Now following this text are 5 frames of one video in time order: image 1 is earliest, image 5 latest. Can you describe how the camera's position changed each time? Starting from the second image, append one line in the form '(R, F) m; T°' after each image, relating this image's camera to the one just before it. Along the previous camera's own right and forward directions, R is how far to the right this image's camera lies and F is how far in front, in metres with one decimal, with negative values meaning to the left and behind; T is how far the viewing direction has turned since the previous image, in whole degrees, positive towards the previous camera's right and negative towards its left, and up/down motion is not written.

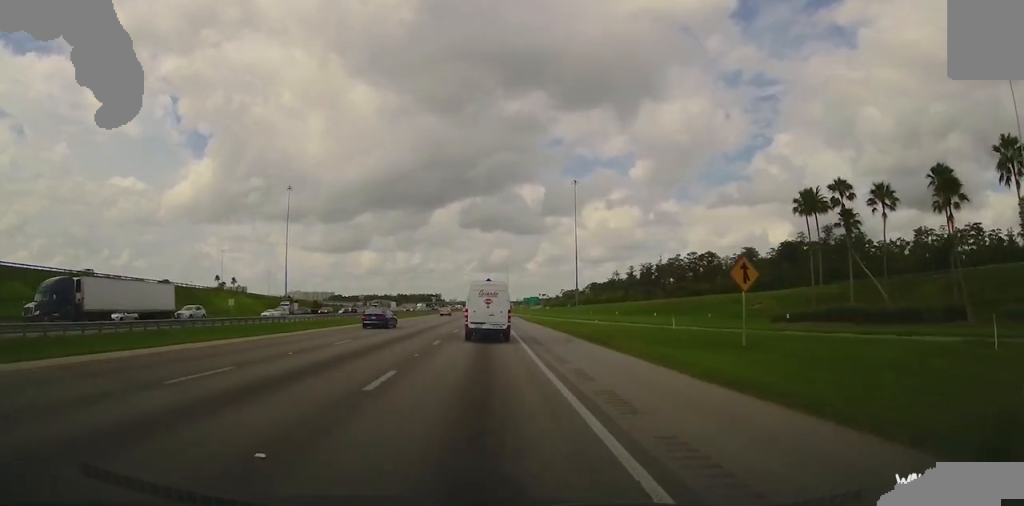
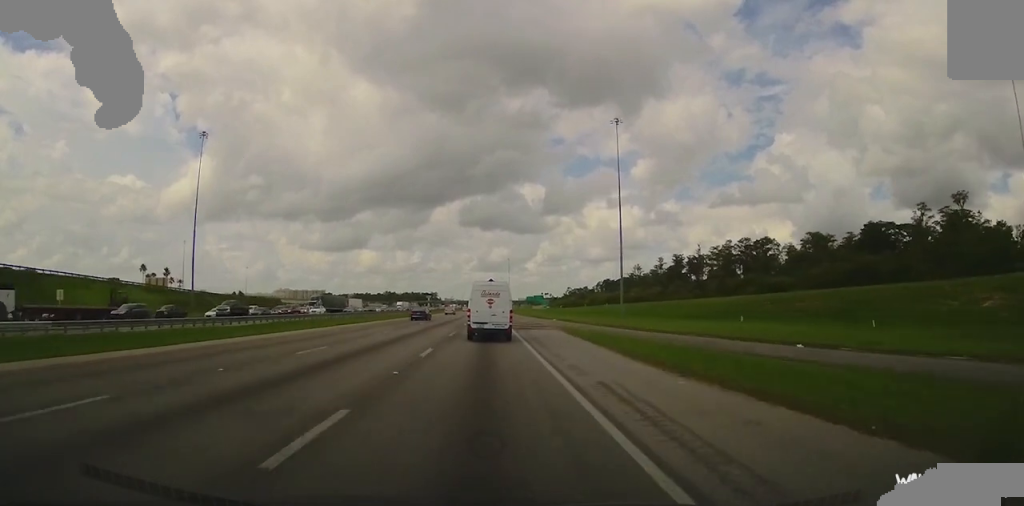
(+0.3, +53.3) m; 0°
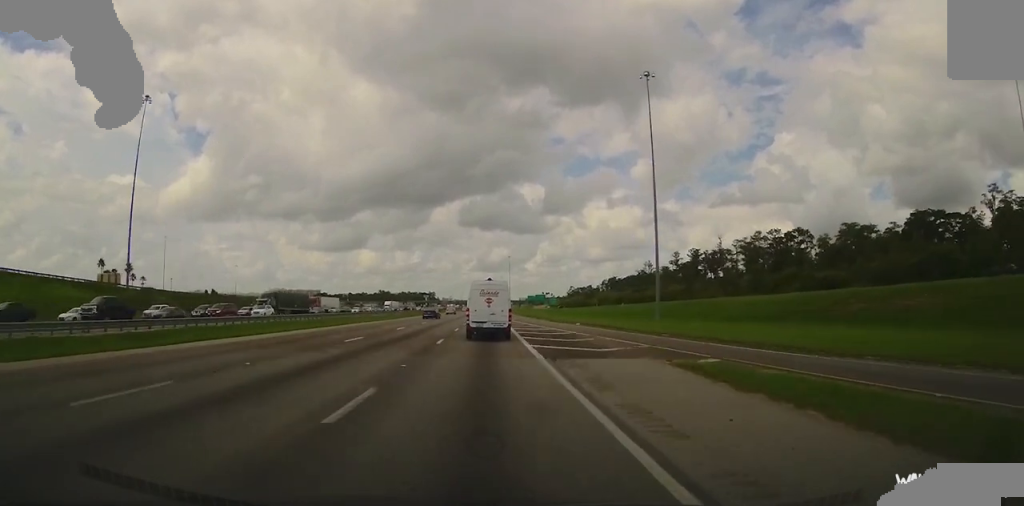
(-0.1, +22.3) m; 0°
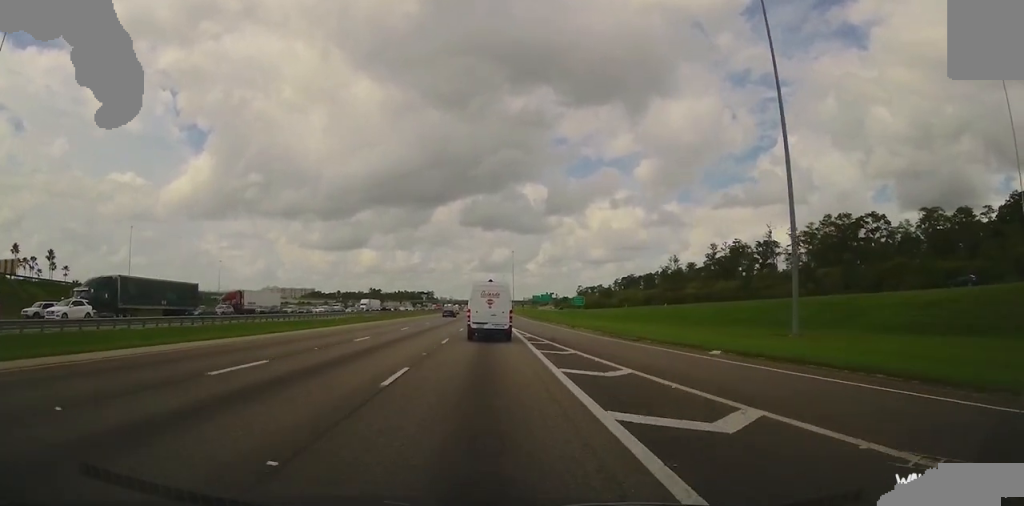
(-0.1, +37.5) m; 0°
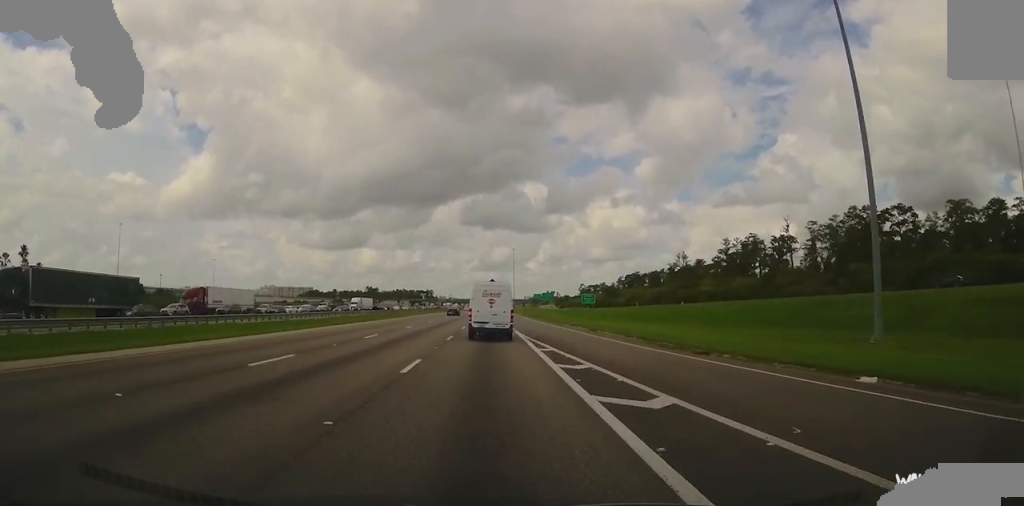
(0.0, +10.7) m; 0°
